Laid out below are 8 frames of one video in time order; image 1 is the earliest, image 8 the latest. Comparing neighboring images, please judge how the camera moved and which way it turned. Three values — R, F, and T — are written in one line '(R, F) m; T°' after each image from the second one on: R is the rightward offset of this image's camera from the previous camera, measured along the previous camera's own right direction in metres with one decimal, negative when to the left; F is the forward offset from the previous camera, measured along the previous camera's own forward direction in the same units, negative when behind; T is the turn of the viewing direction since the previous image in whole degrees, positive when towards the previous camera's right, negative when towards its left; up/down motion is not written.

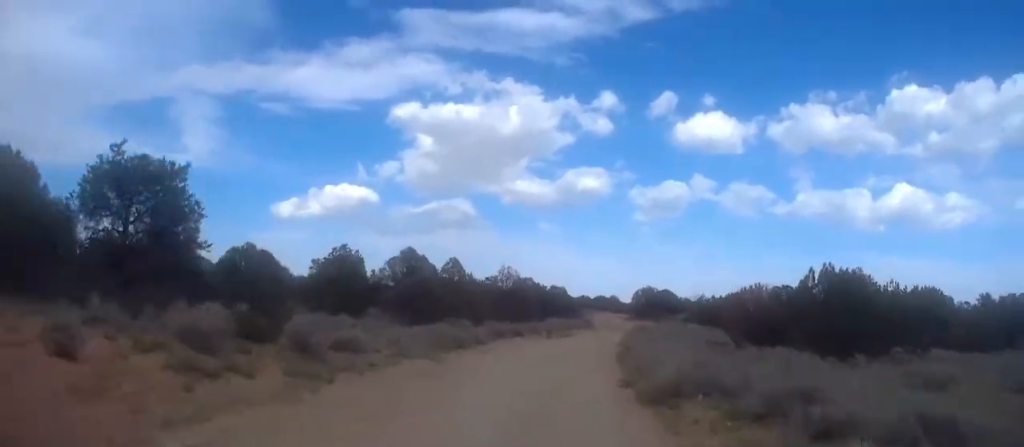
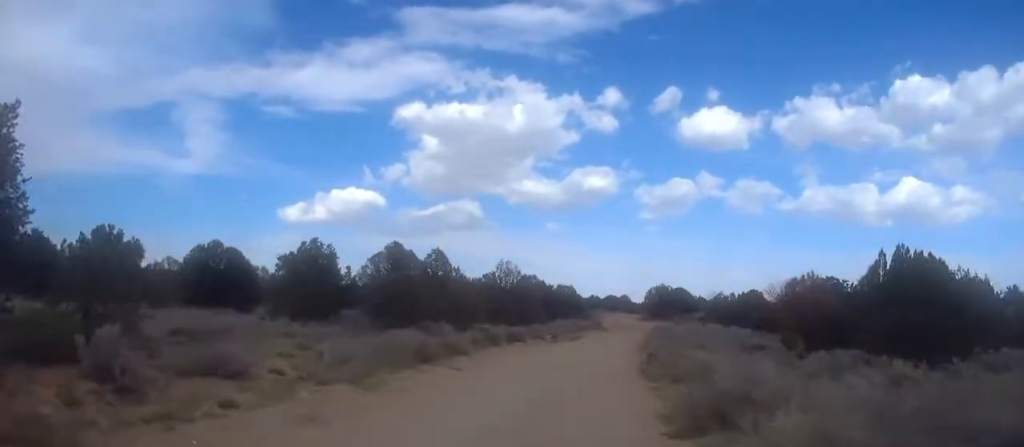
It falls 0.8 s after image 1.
(-0.2, +8.2) m; 0°
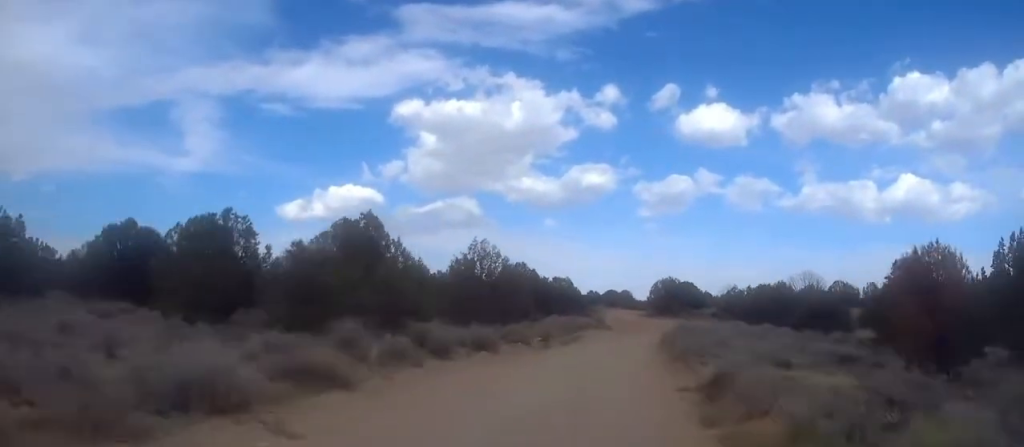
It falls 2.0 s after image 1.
(-0.3, +12.3) m; 0°
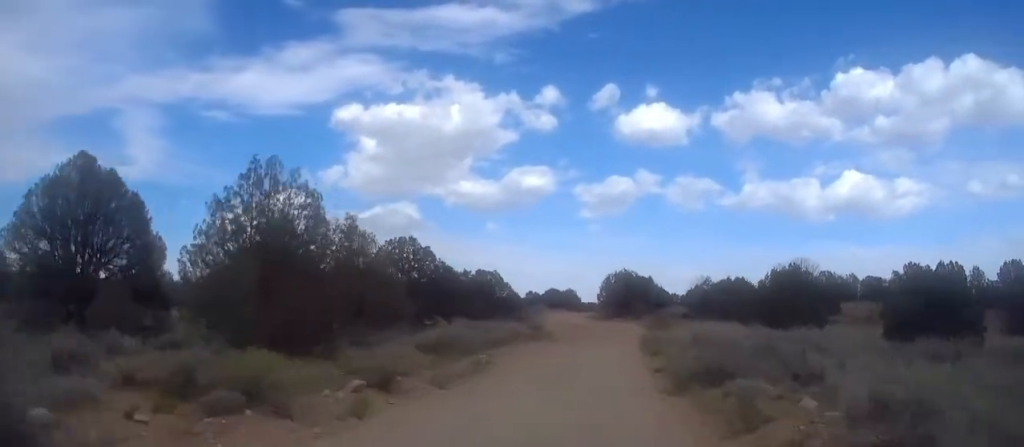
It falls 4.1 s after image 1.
(+0.6, +21.5) m; +3°
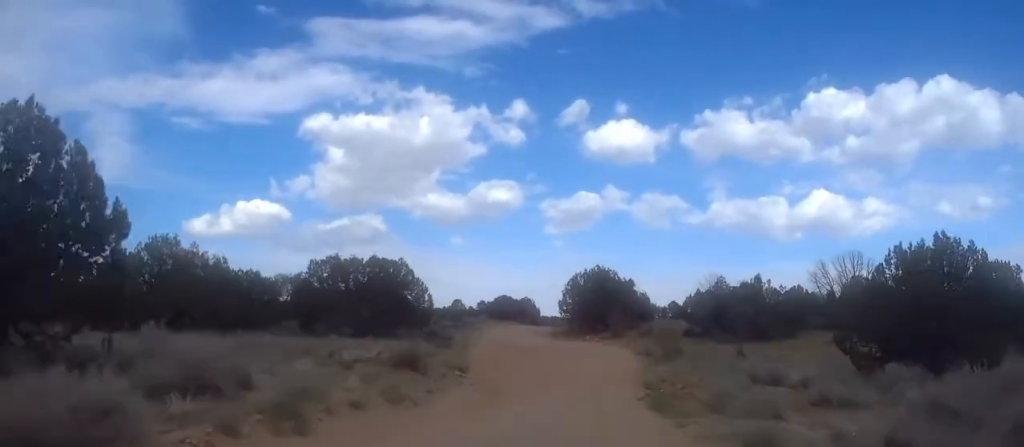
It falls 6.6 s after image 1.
(+0.5, +26.1) m; +2°
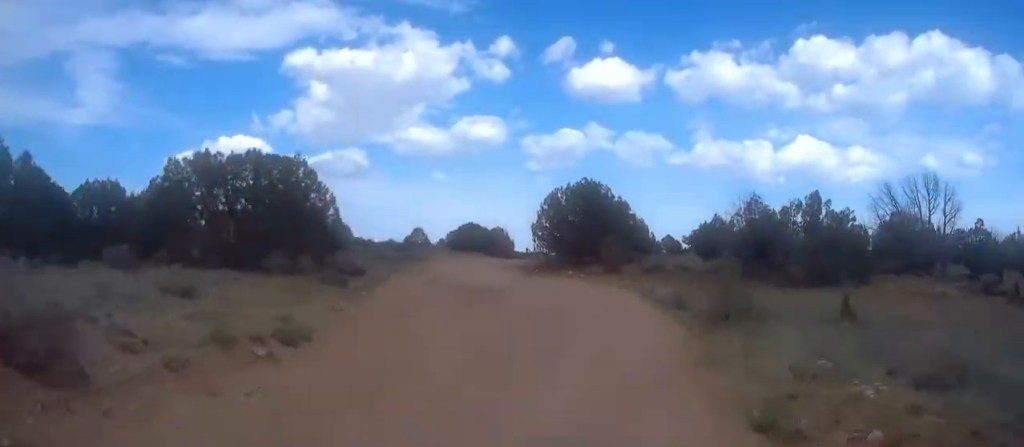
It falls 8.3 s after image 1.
(+0.2, +16.6) m; +1°
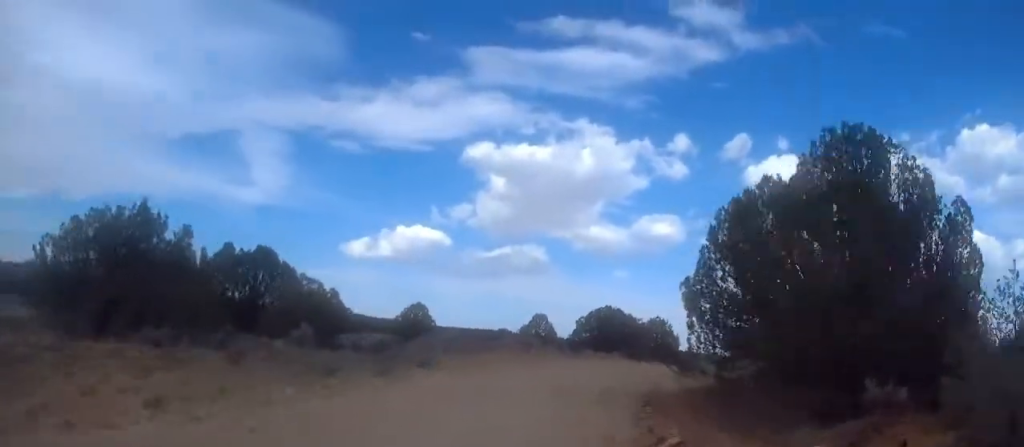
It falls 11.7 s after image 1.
(-1.0, +31.5) m; -8°
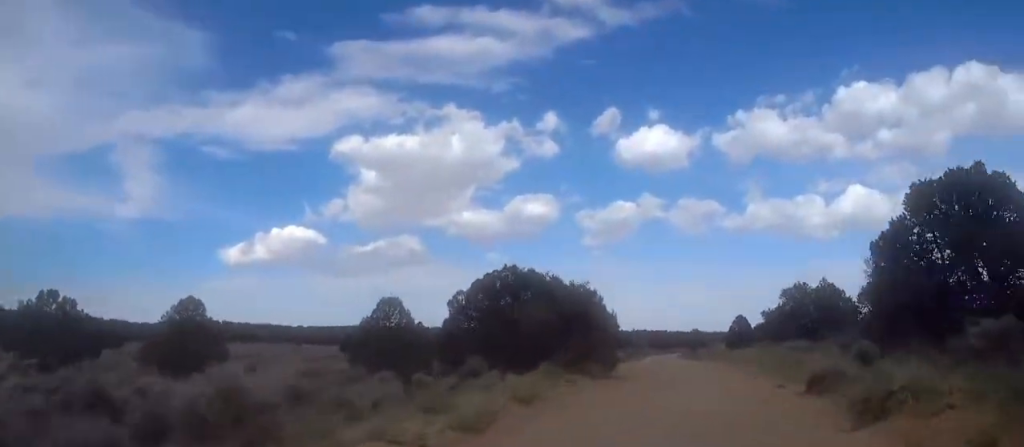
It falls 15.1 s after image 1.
(-1.2, +28.7) m; +4°
